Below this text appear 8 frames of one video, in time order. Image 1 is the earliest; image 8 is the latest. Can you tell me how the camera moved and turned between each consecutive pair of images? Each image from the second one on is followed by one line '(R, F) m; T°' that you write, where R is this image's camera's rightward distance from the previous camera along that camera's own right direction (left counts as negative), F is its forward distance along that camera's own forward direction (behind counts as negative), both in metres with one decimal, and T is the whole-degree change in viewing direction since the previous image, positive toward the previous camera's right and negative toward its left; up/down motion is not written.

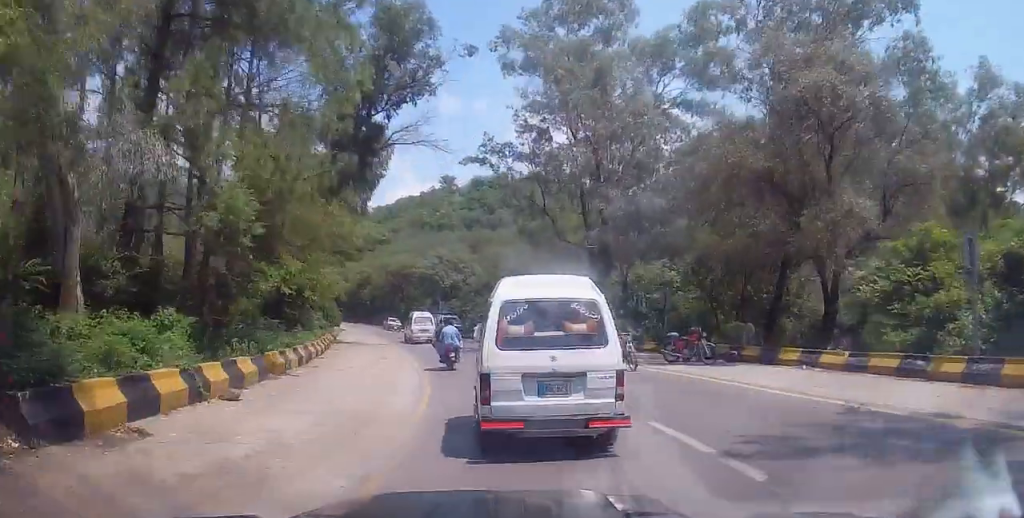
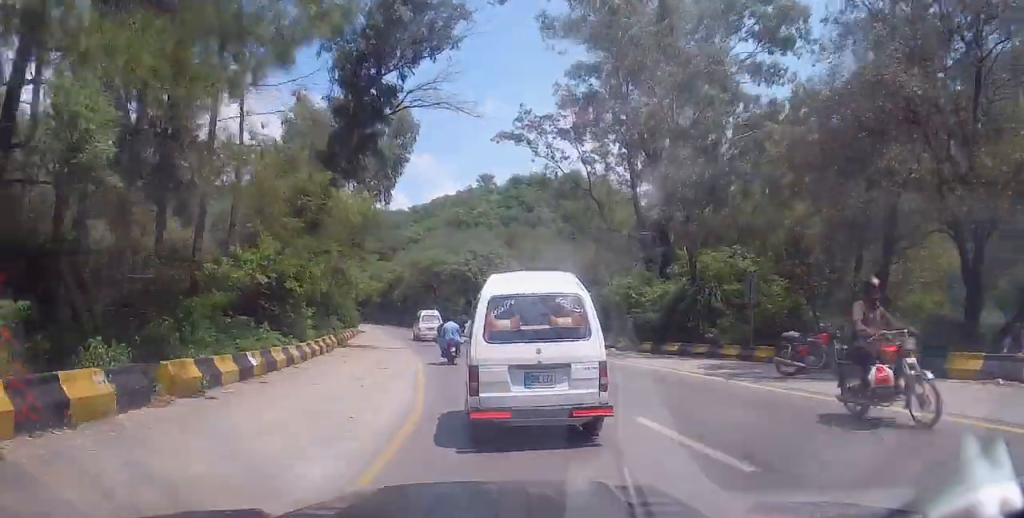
(-0.5, +6.1) m; -4°
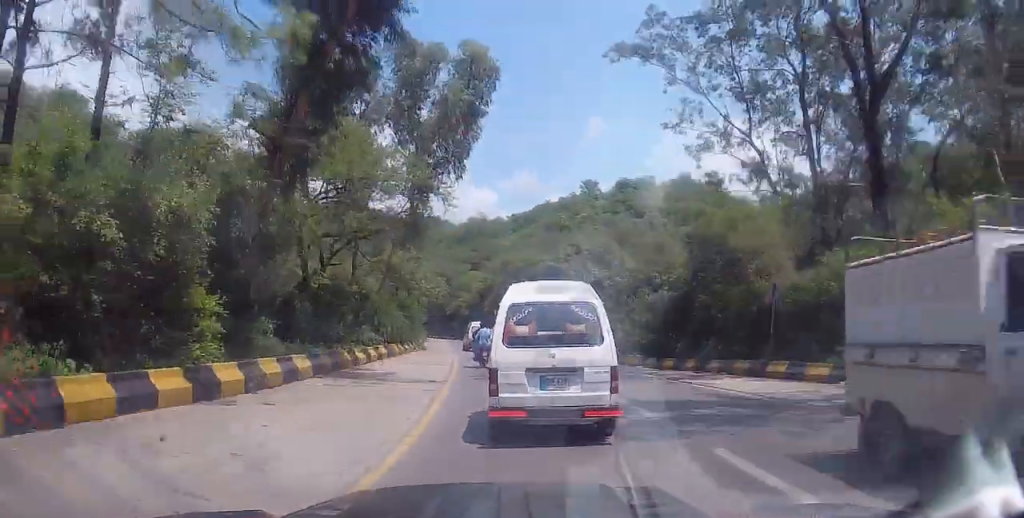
(-0.9, +14.0) m; -5°
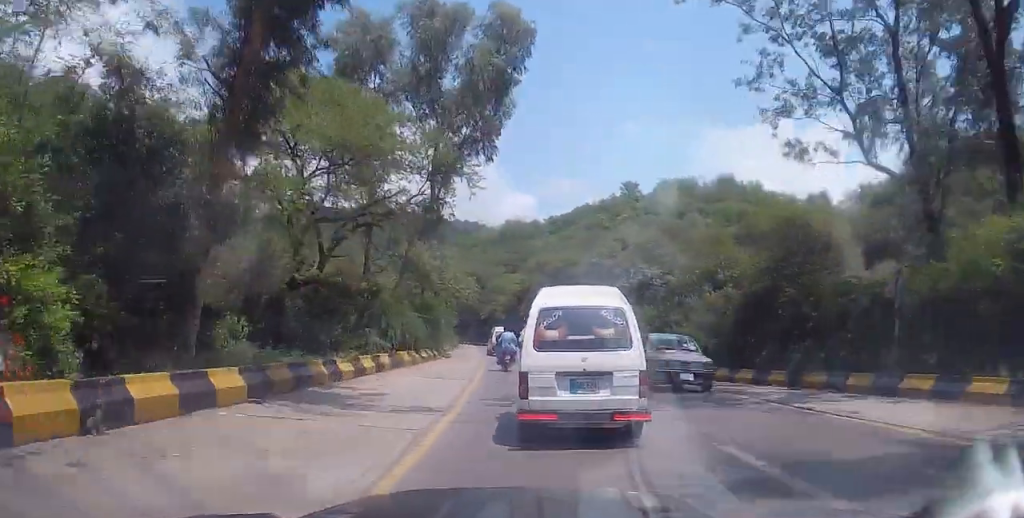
(0.0, +5.6) m; -2°
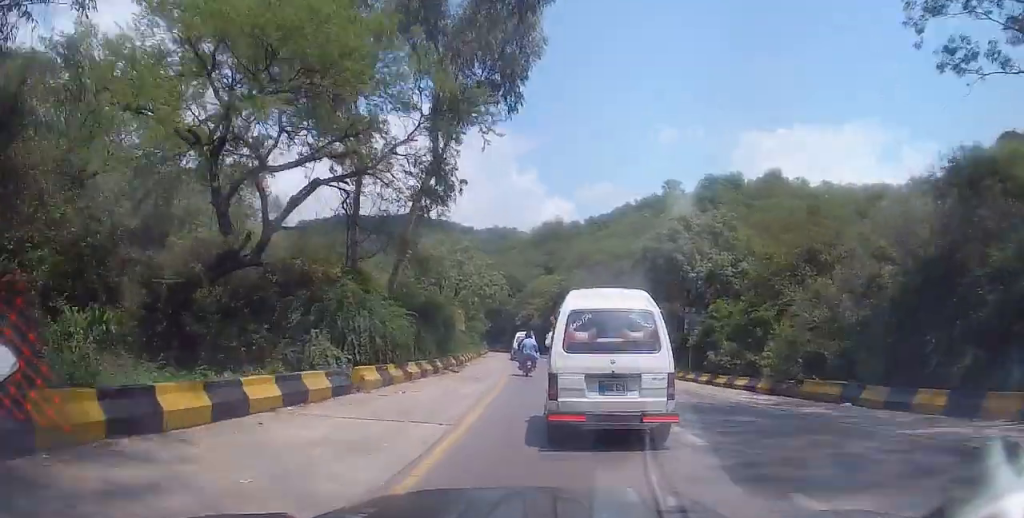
(+0.1, +8.5) m; -1°
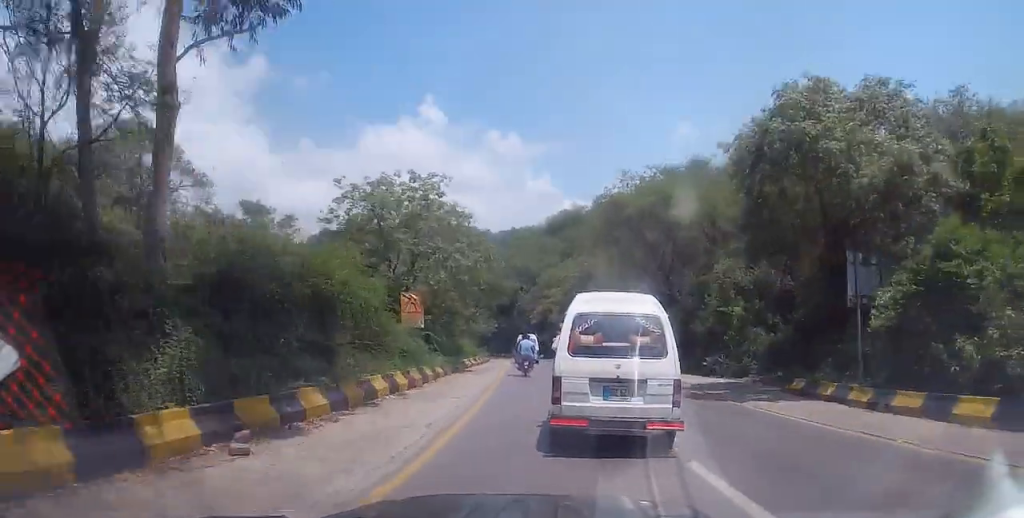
(+0.9, +16.5) m; +3°
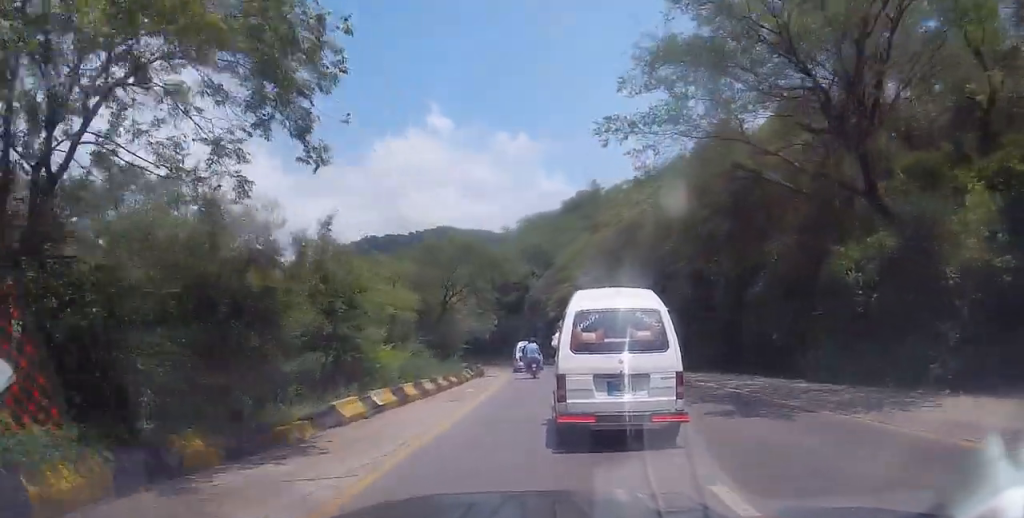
(-4.3, +18.4) m; -22°
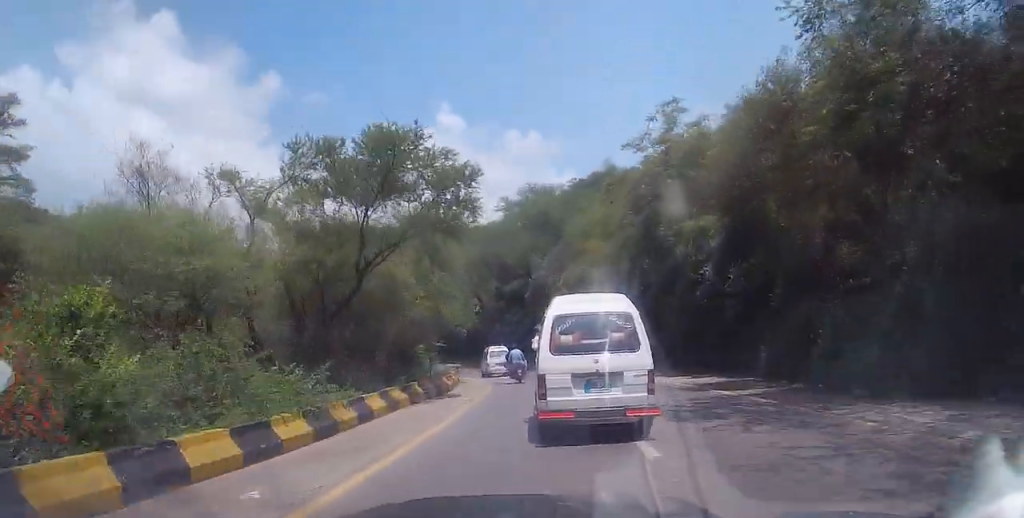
(+1.9, +13.5) m; +8°
